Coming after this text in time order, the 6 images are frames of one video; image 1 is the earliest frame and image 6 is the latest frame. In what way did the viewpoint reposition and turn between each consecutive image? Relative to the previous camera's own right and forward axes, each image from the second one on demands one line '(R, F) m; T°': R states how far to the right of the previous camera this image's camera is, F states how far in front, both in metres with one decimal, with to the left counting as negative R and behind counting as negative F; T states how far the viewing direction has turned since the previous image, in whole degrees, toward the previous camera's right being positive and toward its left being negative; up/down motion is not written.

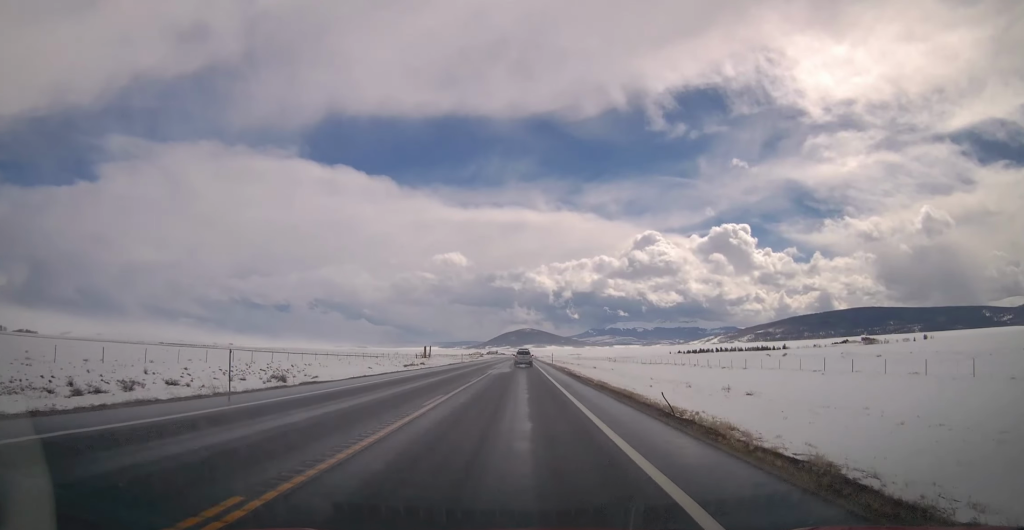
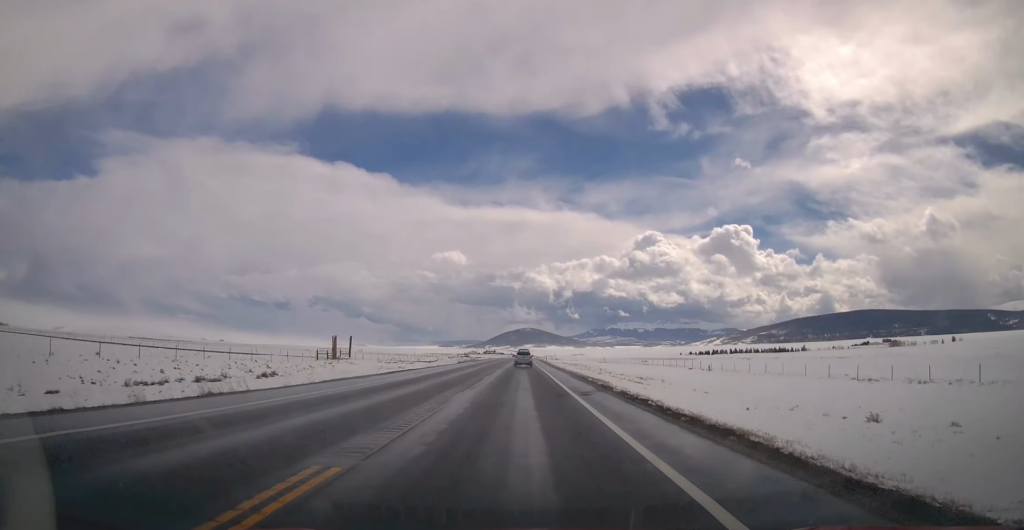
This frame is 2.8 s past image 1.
(-0.6, +83.1) m; 0°
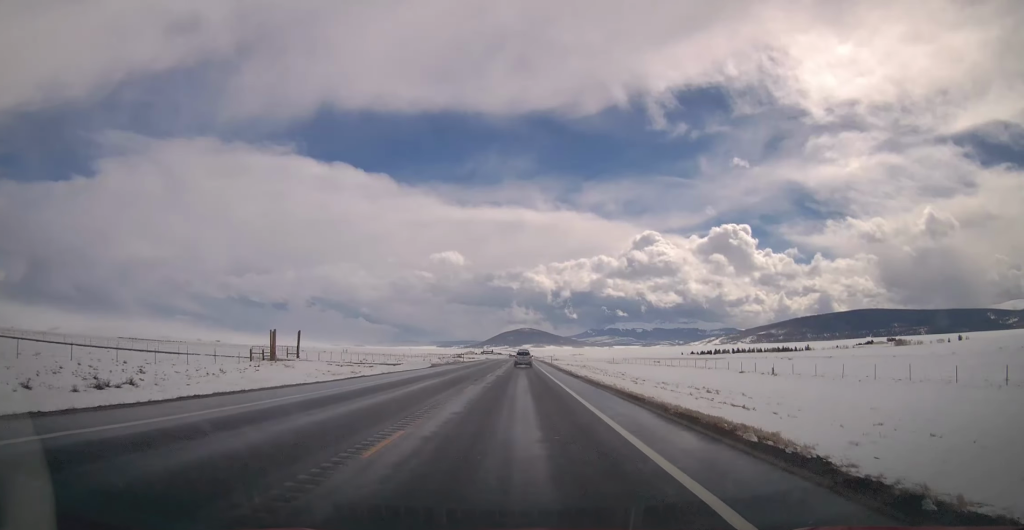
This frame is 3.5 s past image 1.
(+0.4, +22.5) m; 0°
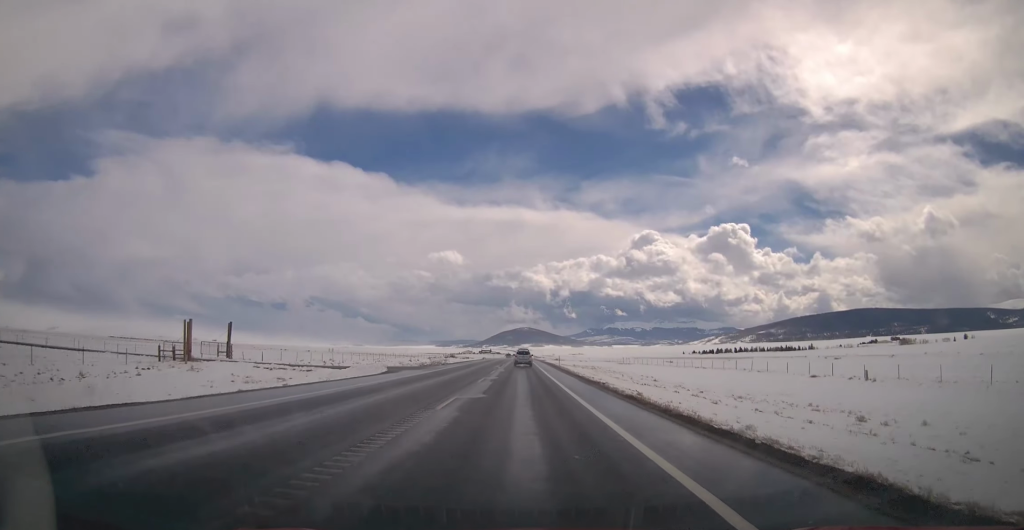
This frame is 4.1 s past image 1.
(+0.1, +17.8) m; 0°
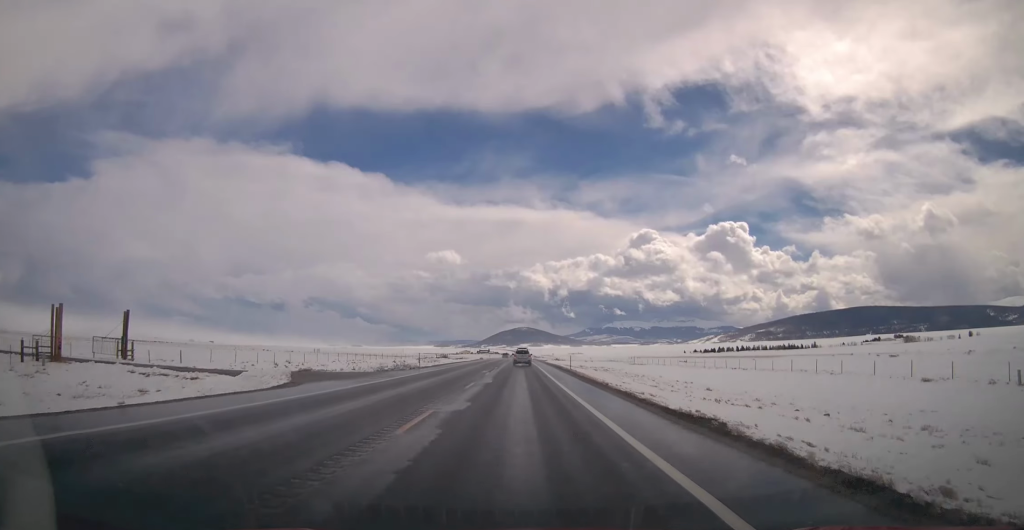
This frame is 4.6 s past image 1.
(-0.4, +15.8) m; 0°
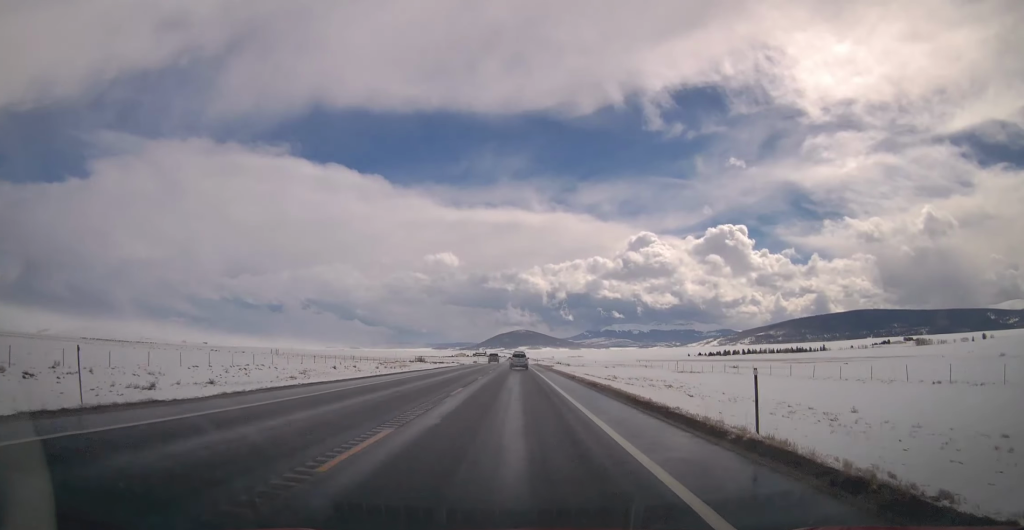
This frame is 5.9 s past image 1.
(+0.5, +38.9) m; +1°
